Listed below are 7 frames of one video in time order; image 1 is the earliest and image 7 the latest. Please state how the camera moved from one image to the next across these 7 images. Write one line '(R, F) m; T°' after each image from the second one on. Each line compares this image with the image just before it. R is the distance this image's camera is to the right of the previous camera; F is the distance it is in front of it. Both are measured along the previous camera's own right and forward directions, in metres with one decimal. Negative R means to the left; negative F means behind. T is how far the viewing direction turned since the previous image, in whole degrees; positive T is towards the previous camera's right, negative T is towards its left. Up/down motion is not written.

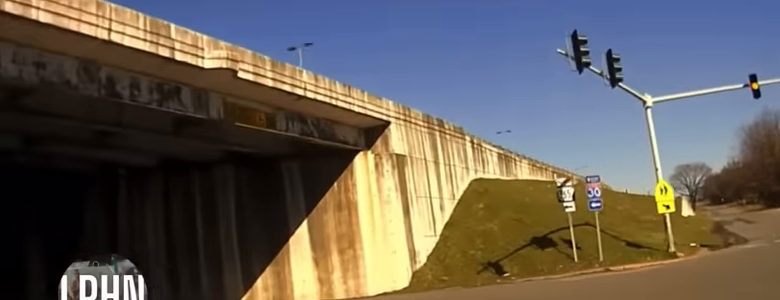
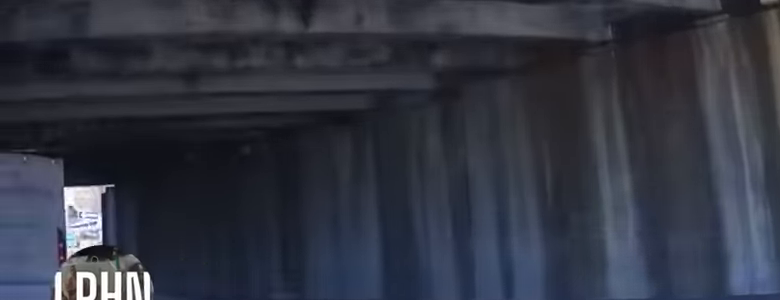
(-7.2, +12.1) m; -59°
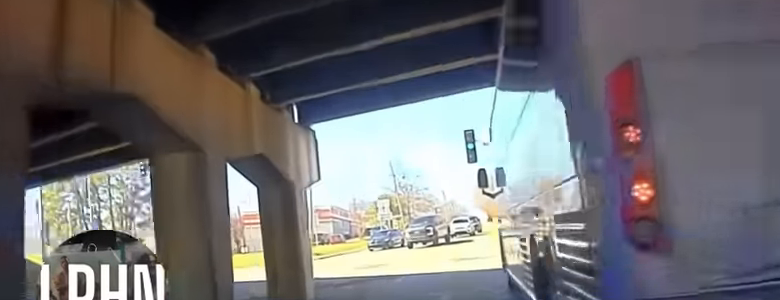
(-9.9, +18.4) m; -36°
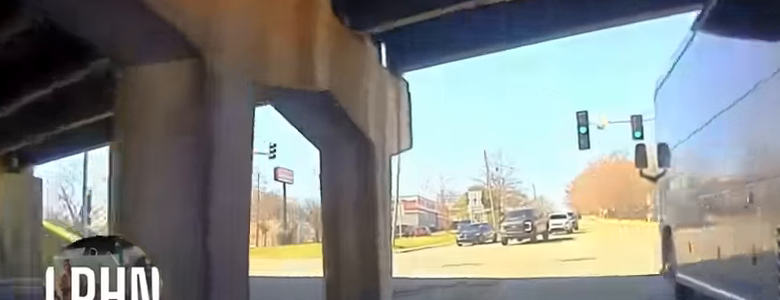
(-0.1, +5.3) m; +1°
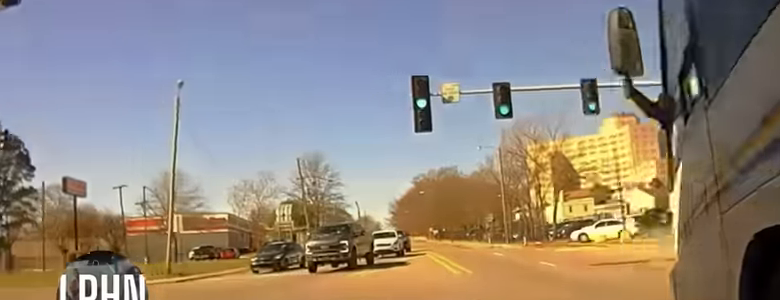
(+1.2, +16.6) m; +1°
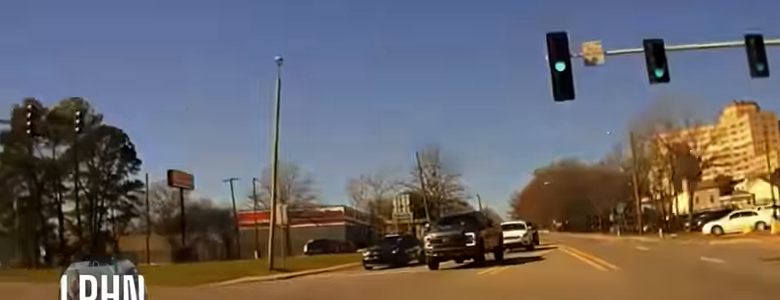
(+0.6, +4.9) m; -3°
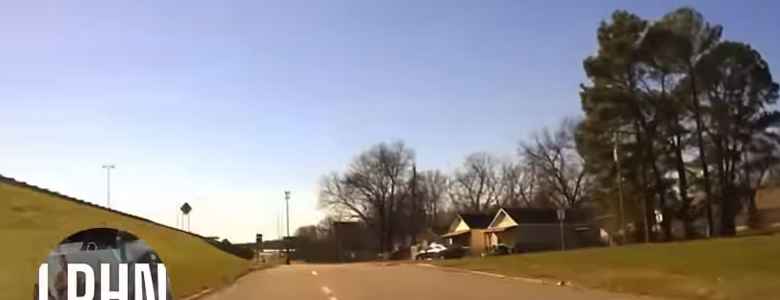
(-9.7, +22.3) m; -43°
